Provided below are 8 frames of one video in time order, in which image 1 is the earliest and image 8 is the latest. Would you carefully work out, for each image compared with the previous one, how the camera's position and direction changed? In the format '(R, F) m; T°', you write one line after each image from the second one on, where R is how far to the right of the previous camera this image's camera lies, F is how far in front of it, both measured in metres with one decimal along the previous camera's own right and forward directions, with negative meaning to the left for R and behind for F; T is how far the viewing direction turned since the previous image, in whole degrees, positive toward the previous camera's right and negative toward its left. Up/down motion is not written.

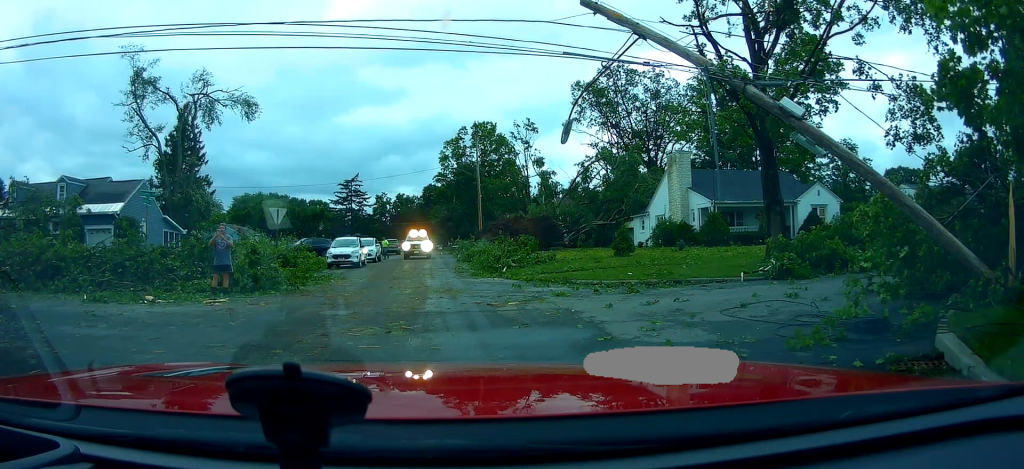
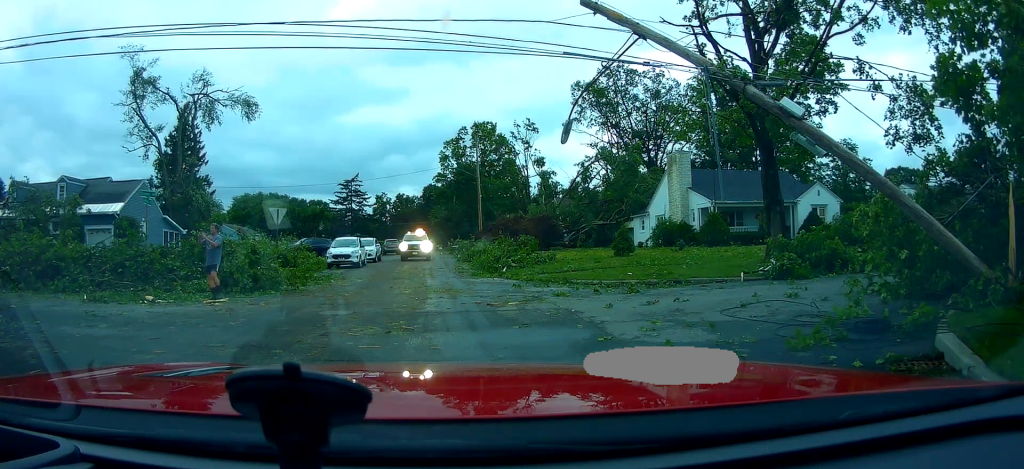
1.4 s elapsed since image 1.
(0.0, 0.0) m; 0°
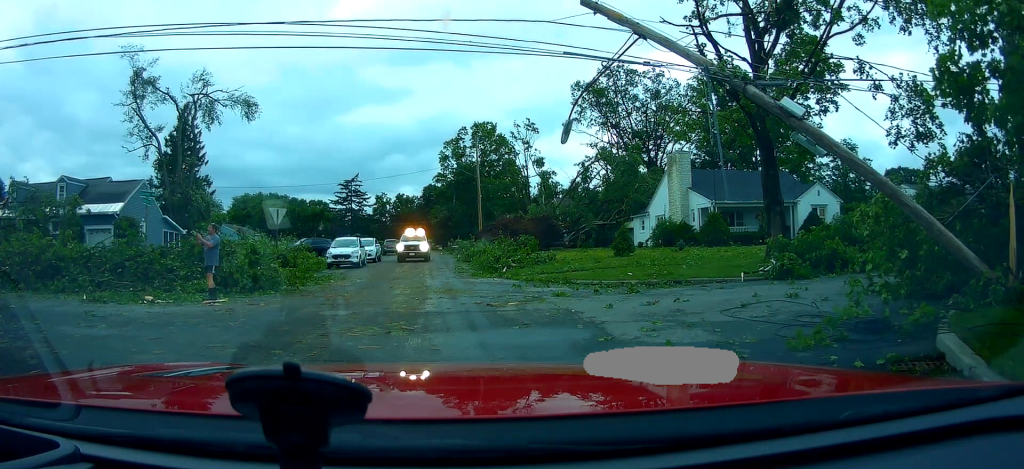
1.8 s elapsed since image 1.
(0.0, 0.0) m; 0°
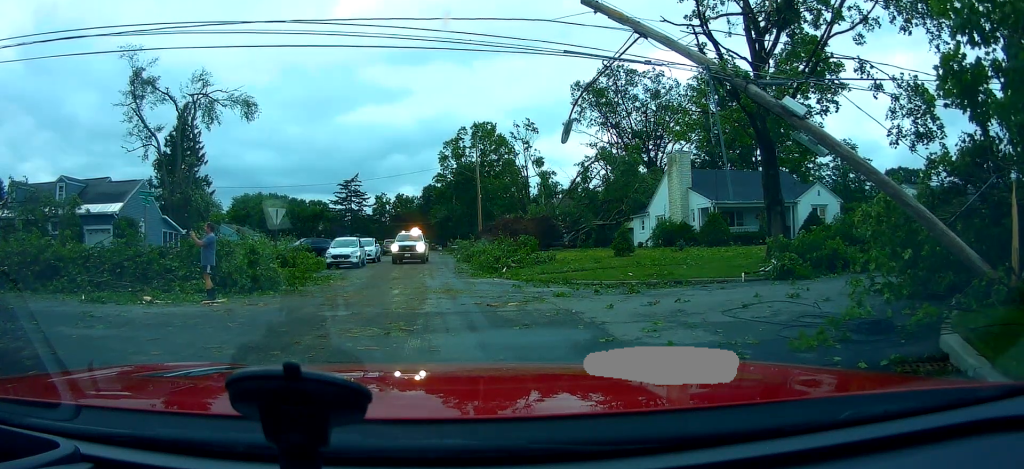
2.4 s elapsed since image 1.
(0.0, +0.1) m; 0°
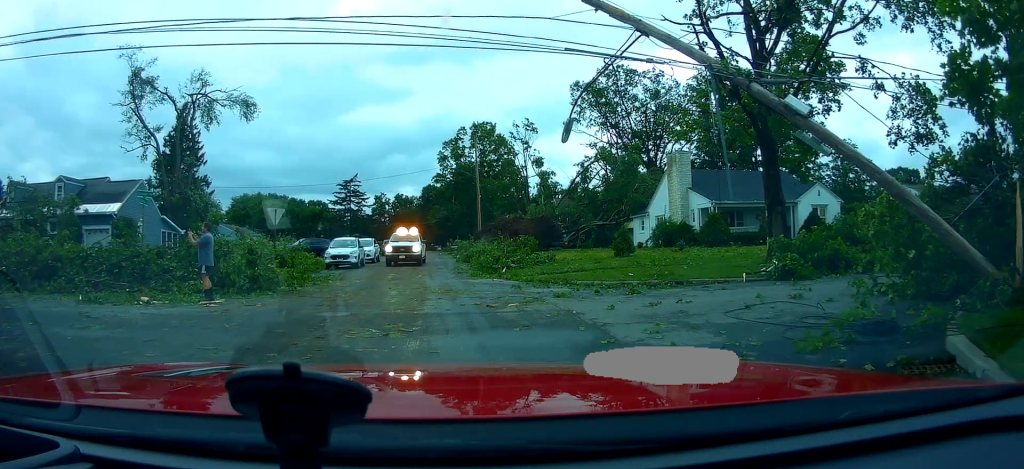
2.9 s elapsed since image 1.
(0.0, +0.2) m; 0°
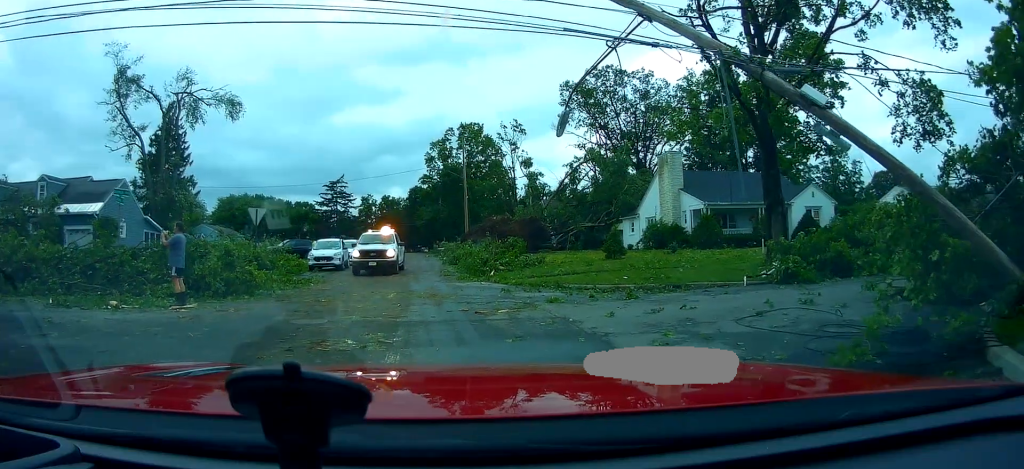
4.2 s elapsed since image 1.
(+0.2, +0.7) m; 0°
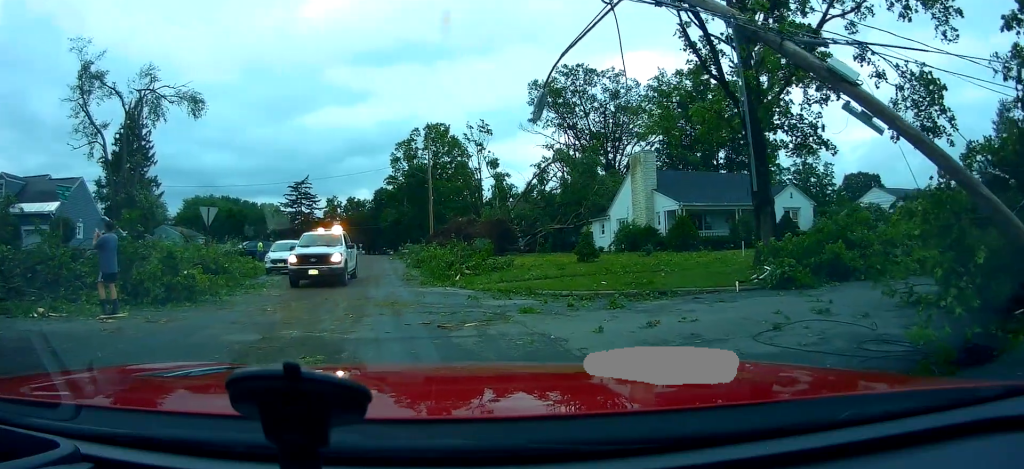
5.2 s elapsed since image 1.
(+0.3, +1.1) m; 0°
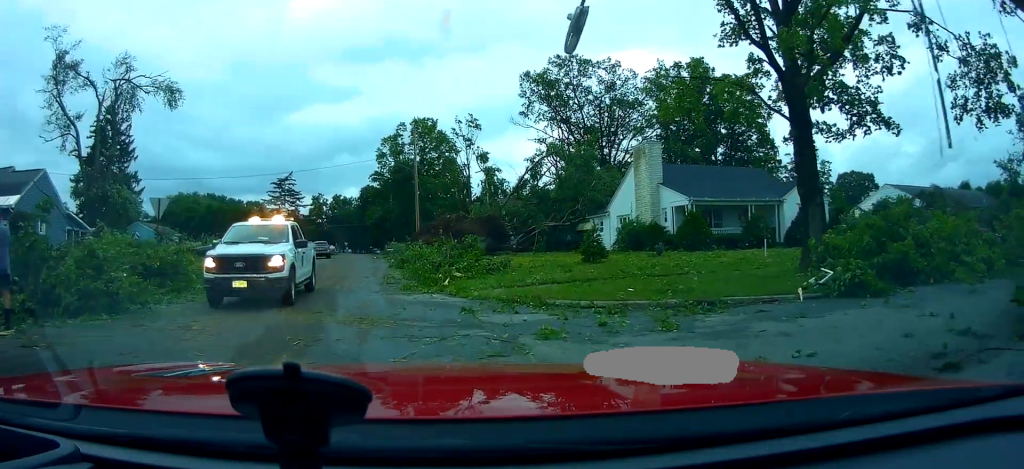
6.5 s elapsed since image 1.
(0.0, +2.6) m; +4°
